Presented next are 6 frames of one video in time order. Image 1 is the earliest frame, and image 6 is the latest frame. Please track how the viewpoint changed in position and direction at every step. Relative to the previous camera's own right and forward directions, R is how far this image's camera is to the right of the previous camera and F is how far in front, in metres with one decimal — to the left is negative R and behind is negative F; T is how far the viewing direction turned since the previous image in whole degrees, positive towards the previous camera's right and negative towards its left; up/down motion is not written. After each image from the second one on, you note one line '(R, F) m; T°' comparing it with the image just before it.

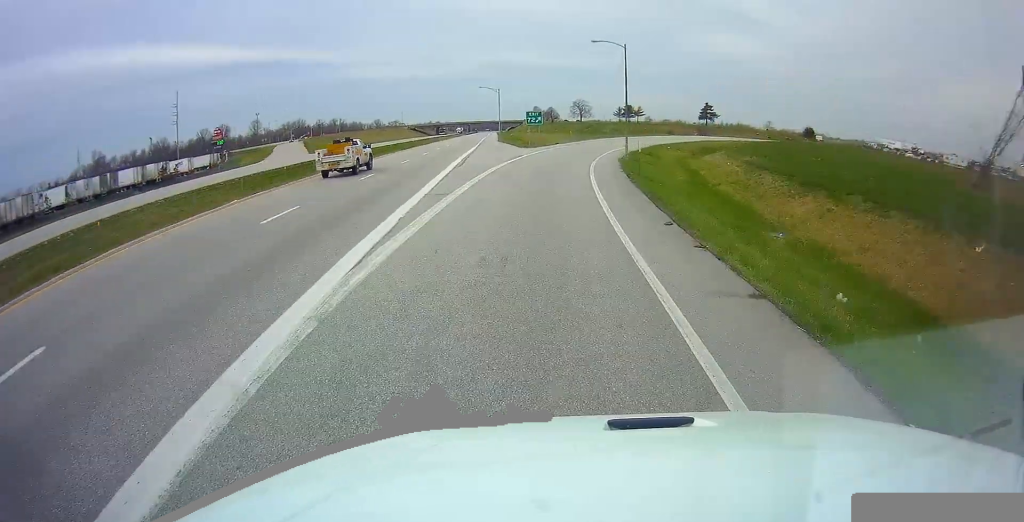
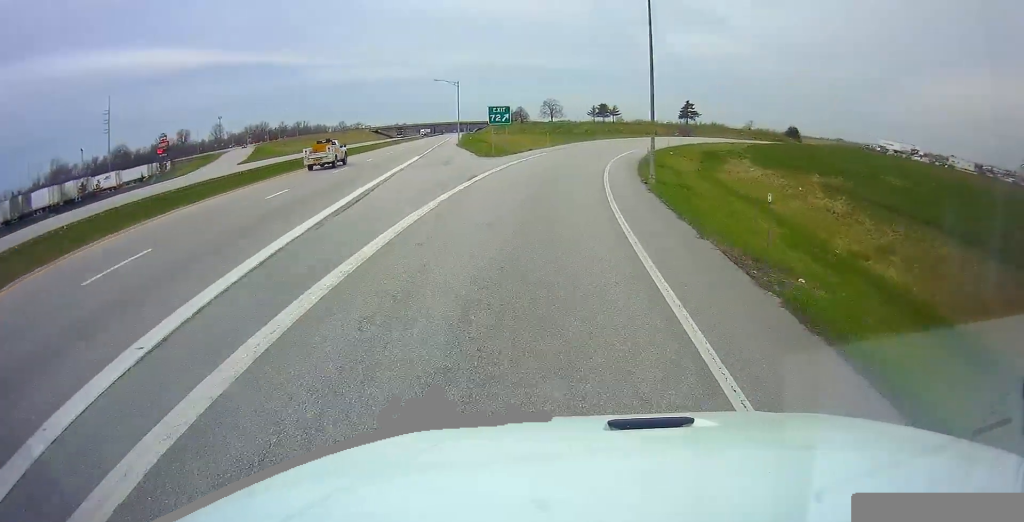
(+0.4, +17.6) m; +5°
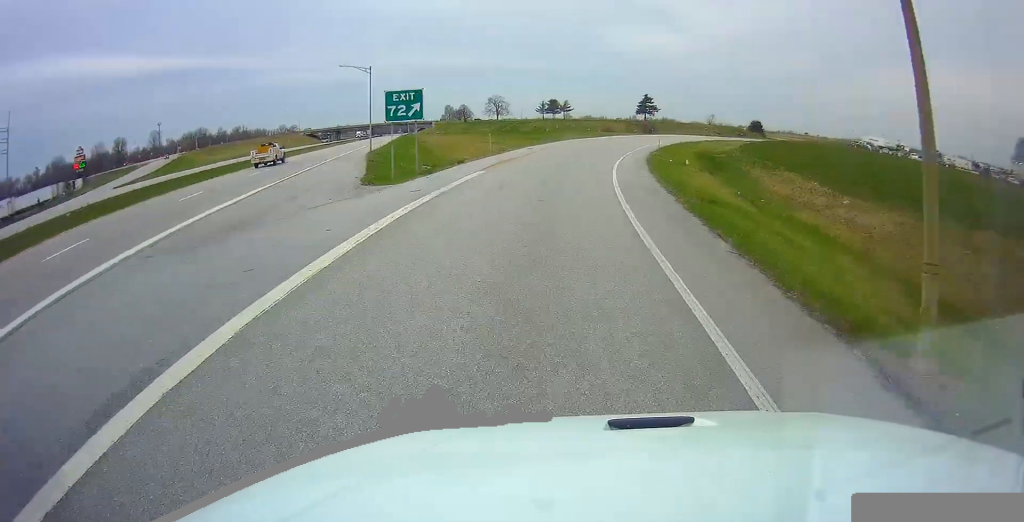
(+1.2, +20.6) m; +6°
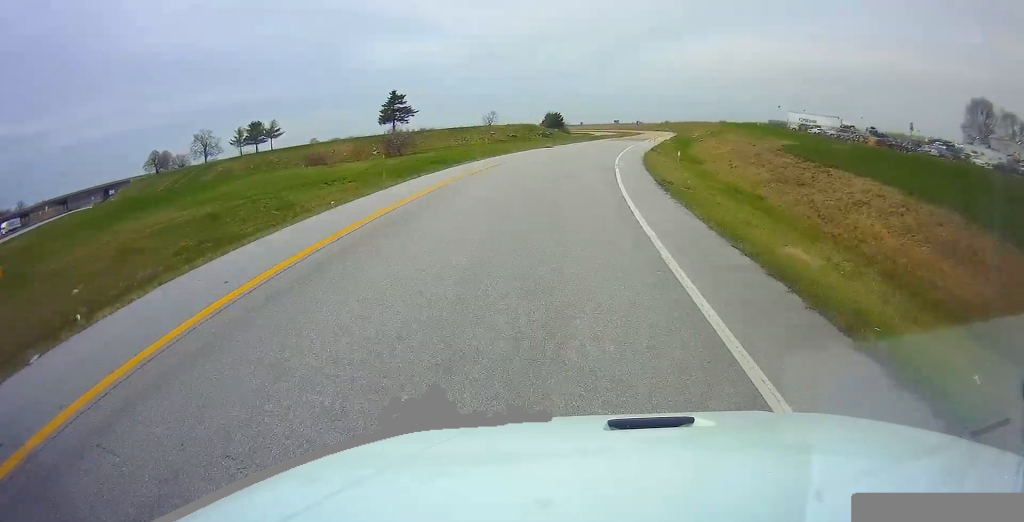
(+16.4, +84.3) m; +21°
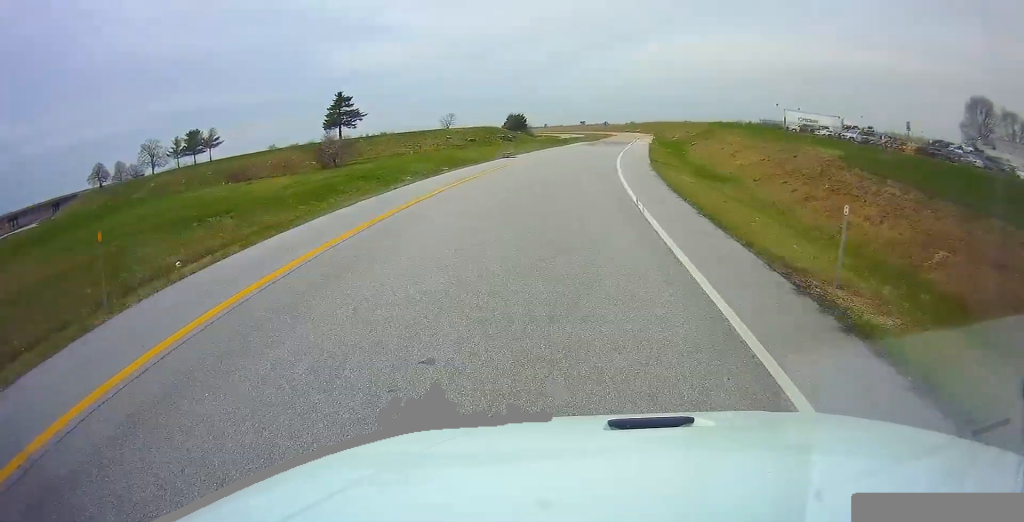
(+0.3, +14.5) m; +3°
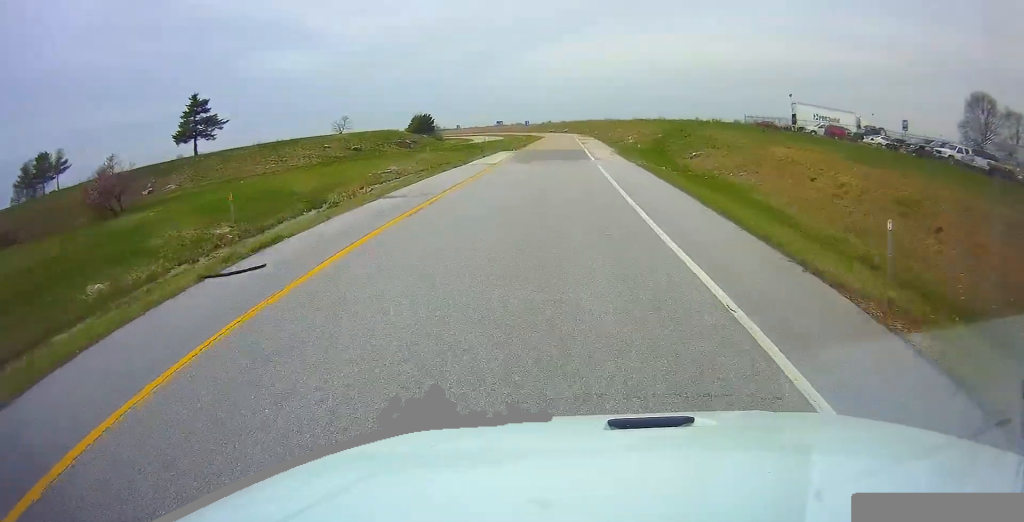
(+1.5, +30.8) m; +4°
